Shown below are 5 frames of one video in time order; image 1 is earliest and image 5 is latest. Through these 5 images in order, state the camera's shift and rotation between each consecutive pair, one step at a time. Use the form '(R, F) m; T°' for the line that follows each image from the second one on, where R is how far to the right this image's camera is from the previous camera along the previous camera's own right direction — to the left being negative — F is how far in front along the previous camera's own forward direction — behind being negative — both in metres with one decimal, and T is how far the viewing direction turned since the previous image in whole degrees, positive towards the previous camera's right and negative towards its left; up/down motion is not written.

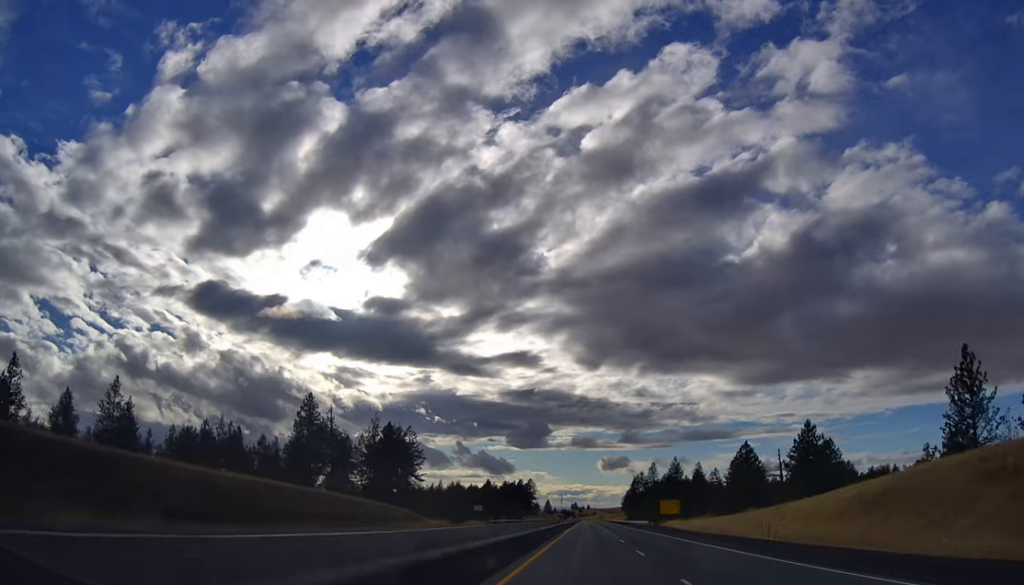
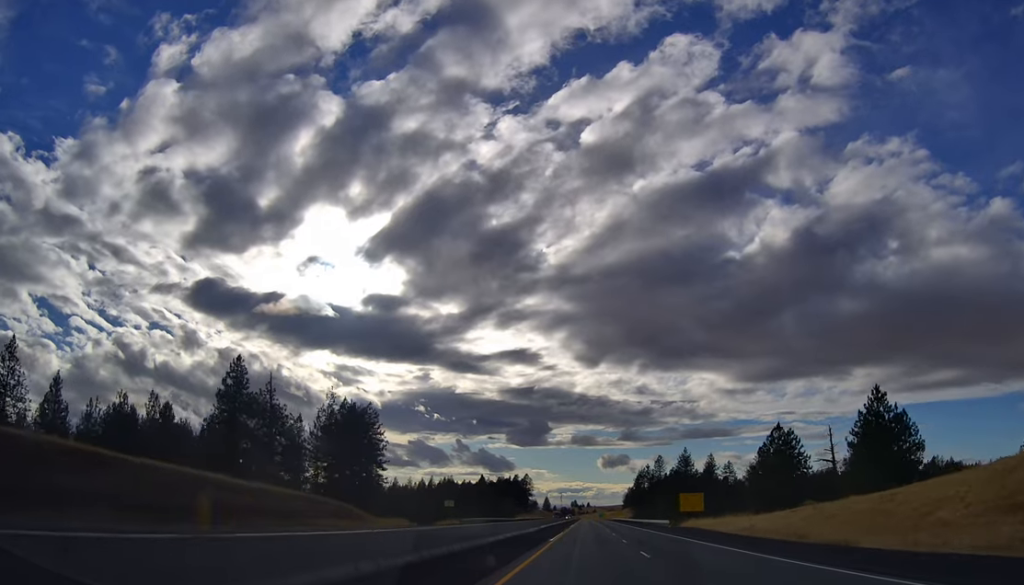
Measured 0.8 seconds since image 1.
(+0.2, +26.4) m; 0°
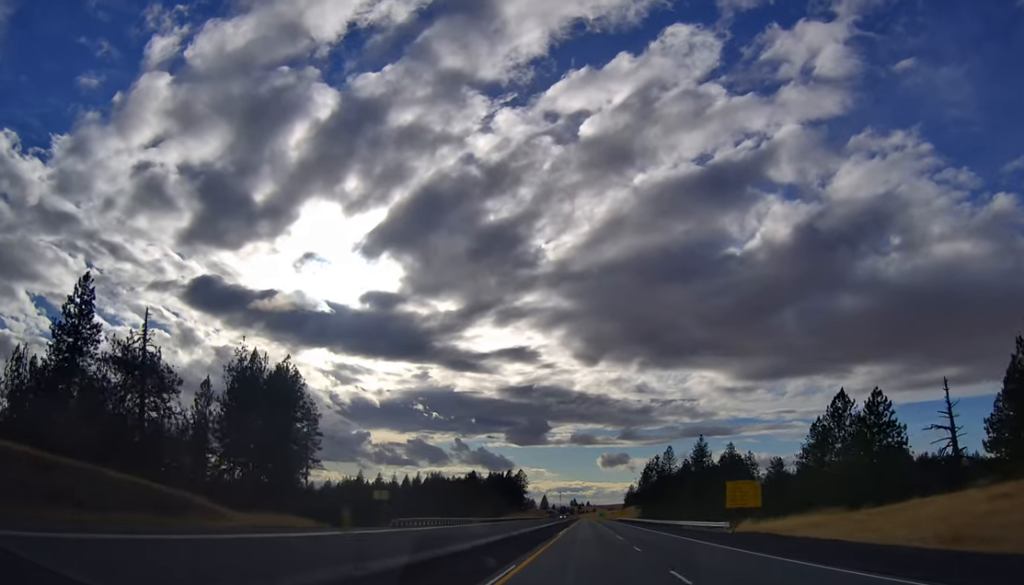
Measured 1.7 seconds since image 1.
(-0.2, +33.3) m; -1°
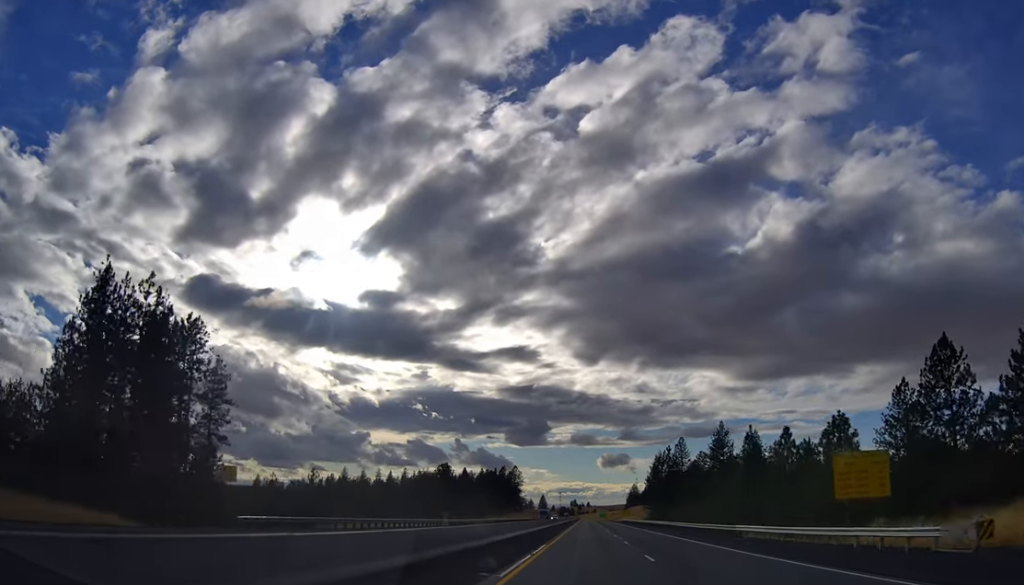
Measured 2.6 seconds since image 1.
(-0.3, +29.9) m; 0°
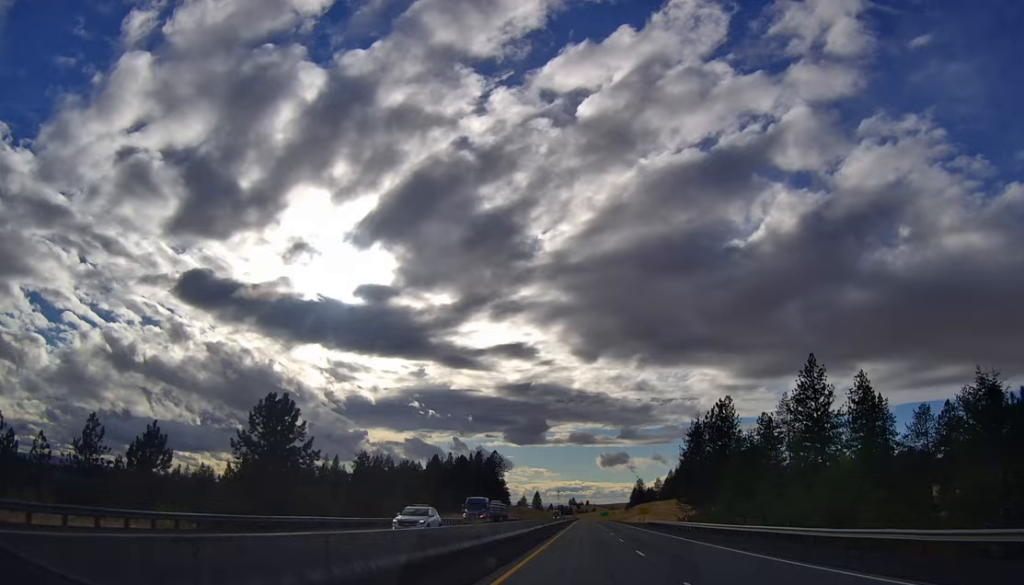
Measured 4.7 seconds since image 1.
(+0.7, +71.6) m; 0°
